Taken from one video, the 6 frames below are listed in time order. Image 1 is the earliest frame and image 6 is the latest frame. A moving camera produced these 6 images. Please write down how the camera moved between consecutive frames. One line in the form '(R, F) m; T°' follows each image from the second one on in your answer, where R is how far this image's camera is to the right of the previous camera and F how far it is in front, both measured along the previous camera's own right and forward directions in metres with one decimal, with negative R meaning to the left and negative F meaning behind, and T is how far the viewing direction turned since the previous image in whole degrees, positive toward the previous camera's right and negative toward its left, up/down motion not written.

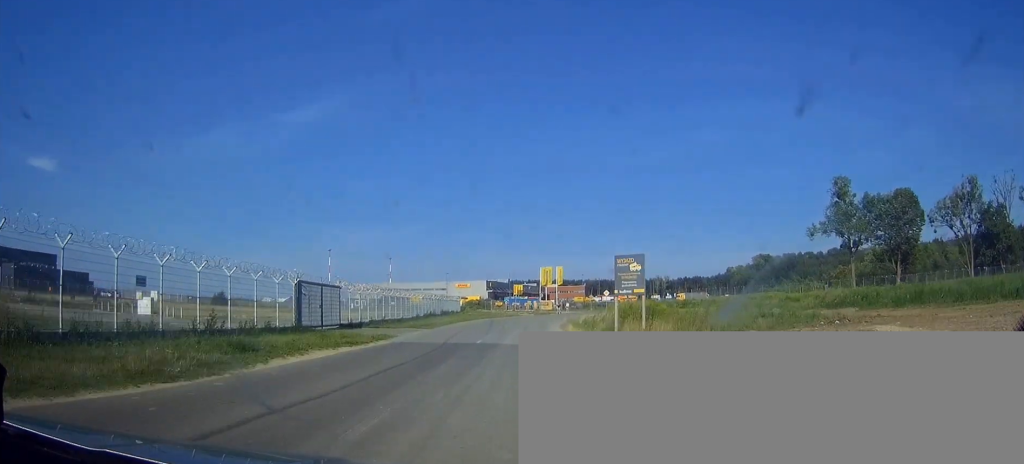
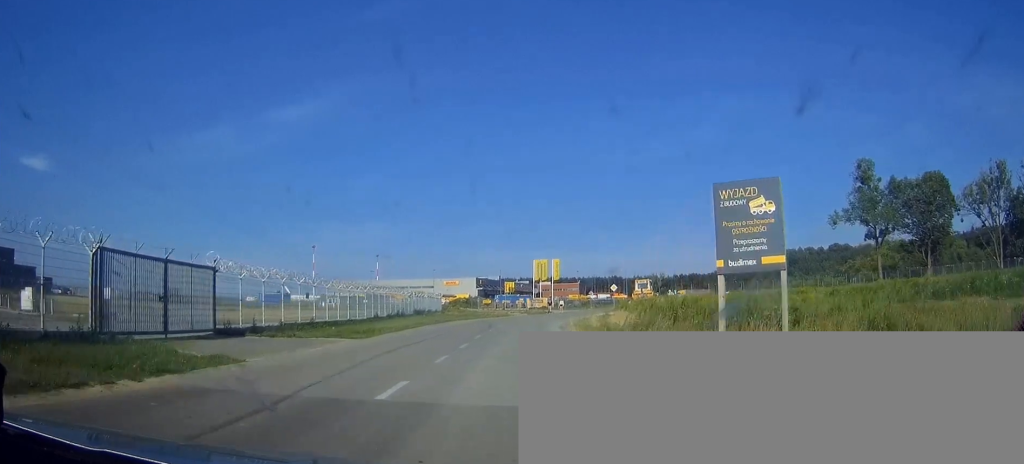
(+0.1, +15.8) m; 0°
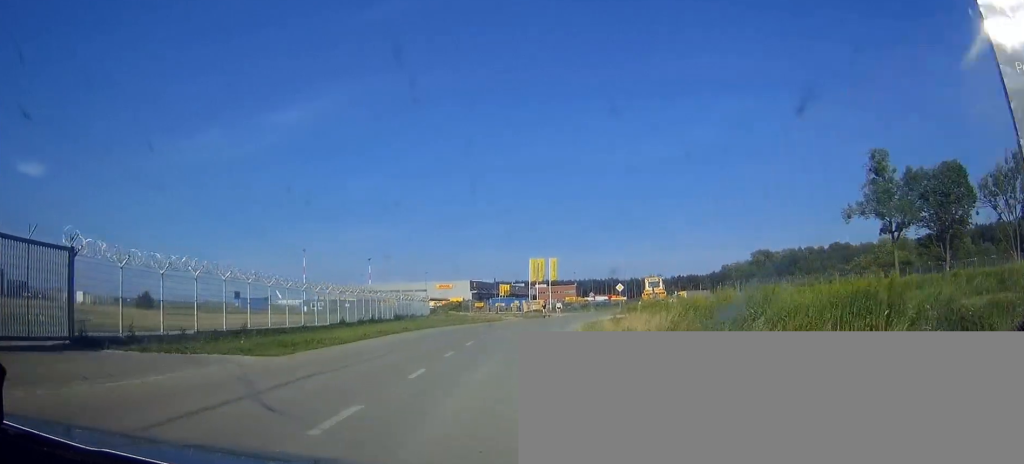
(0.0, +8.6) m; 0°
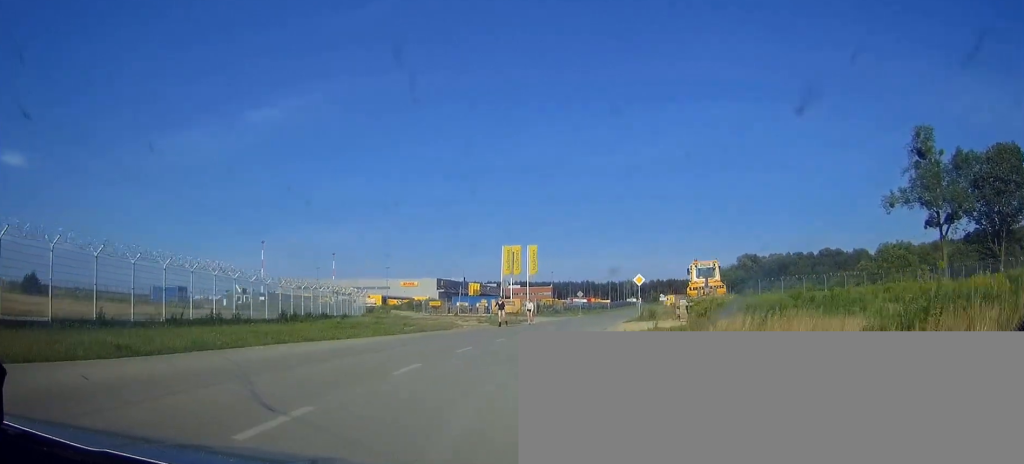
(+0.3, +25.3) m; +3°
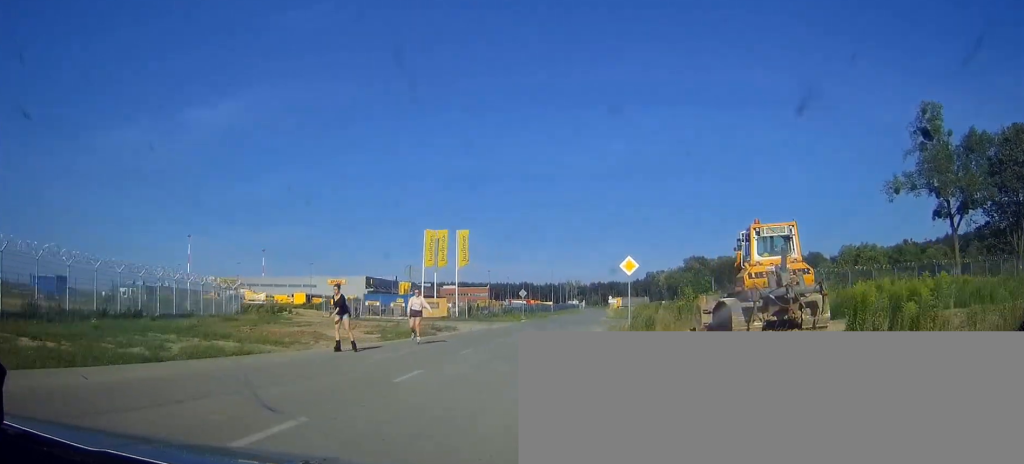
(+0.7, +18.4) m; +5°
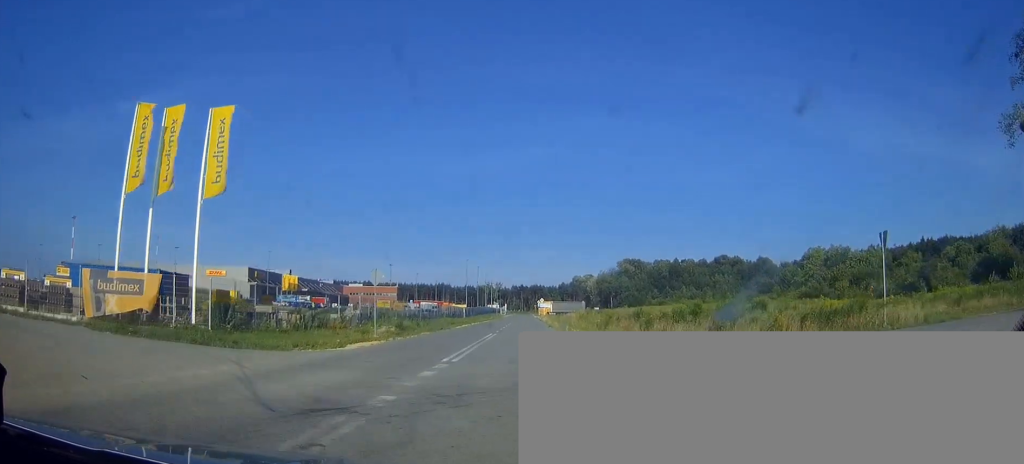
(+3.3, +41.6) m; +7°
